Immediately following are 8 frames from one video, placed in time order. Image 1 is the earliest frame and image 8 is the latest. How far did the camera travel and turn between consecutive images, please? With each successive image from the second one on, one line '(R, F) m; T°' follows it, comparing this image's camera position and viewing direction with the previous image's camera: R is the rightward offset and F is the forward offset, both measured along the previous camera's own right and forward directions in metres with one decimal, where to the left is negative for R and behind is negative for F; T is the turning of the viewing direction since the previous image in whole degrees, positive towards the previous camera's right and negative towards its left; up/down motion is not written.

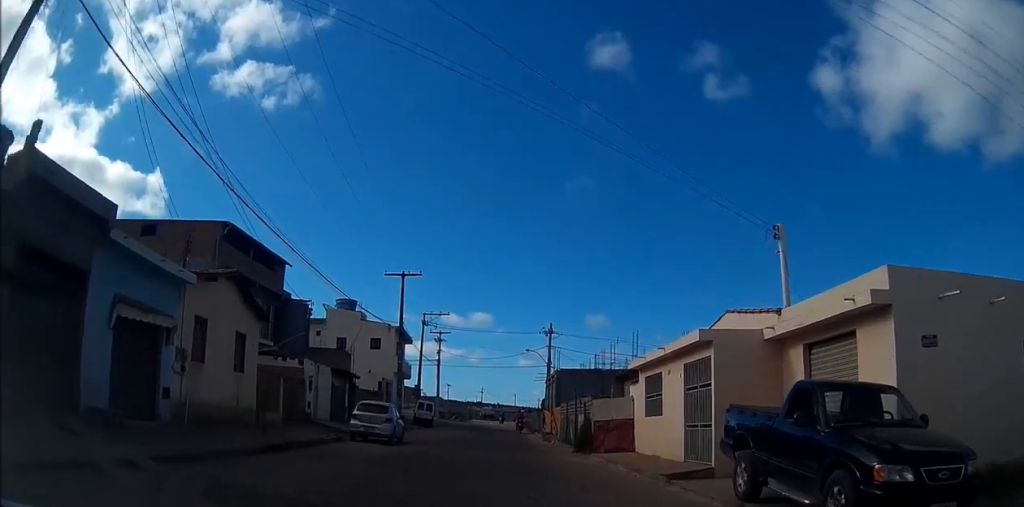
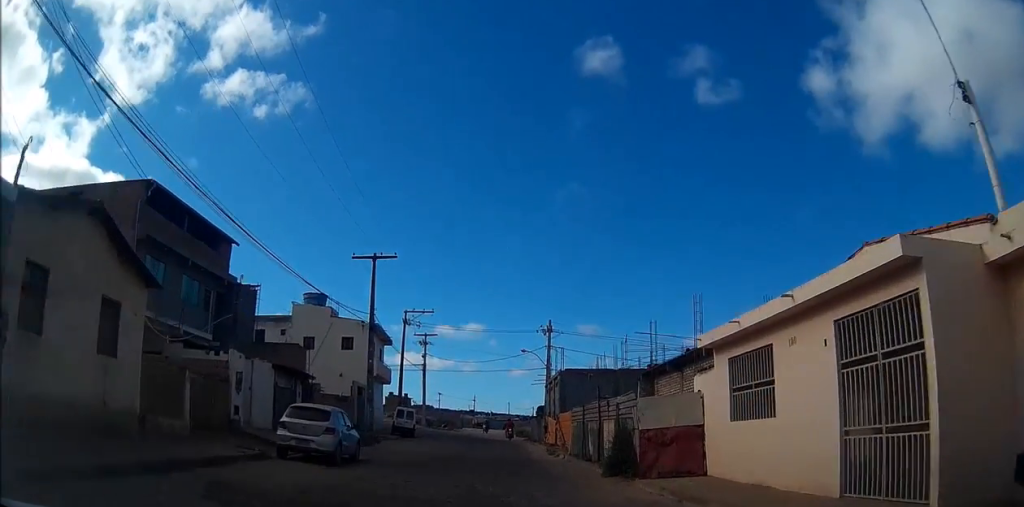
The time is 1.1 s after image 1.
(+0.4, +6.8) m; +4°
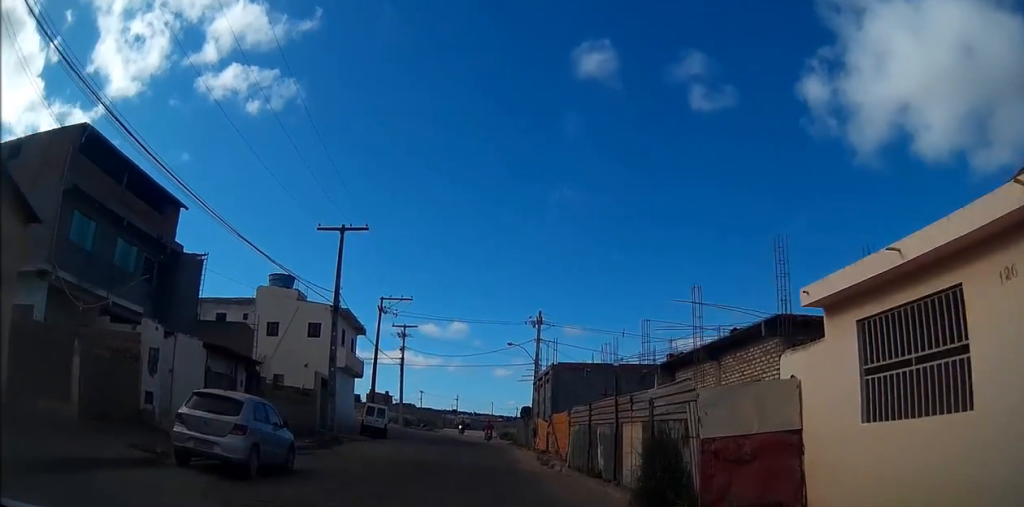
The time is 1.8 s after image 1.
(0.0, +4.7) m; +2°
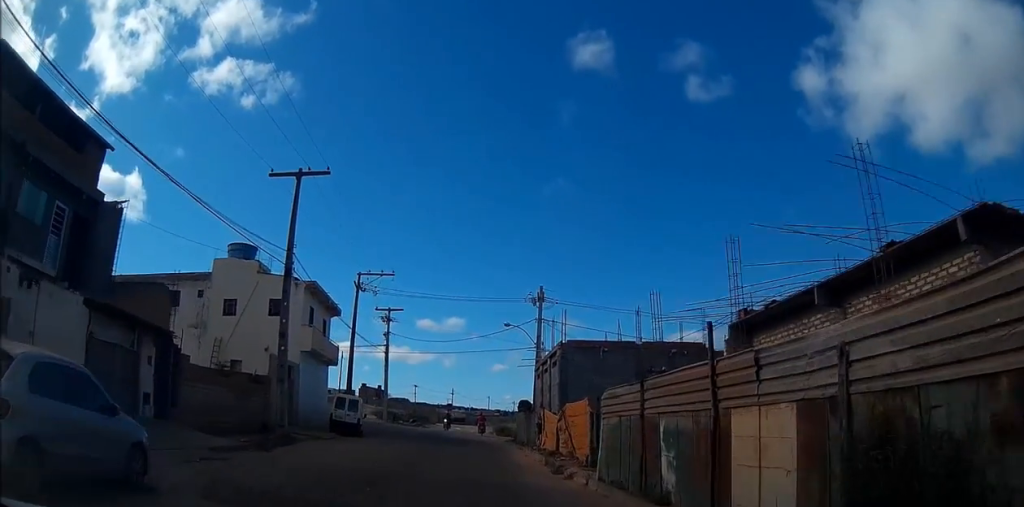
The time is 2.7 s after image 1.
(+0.2, +6.1) m; +1°
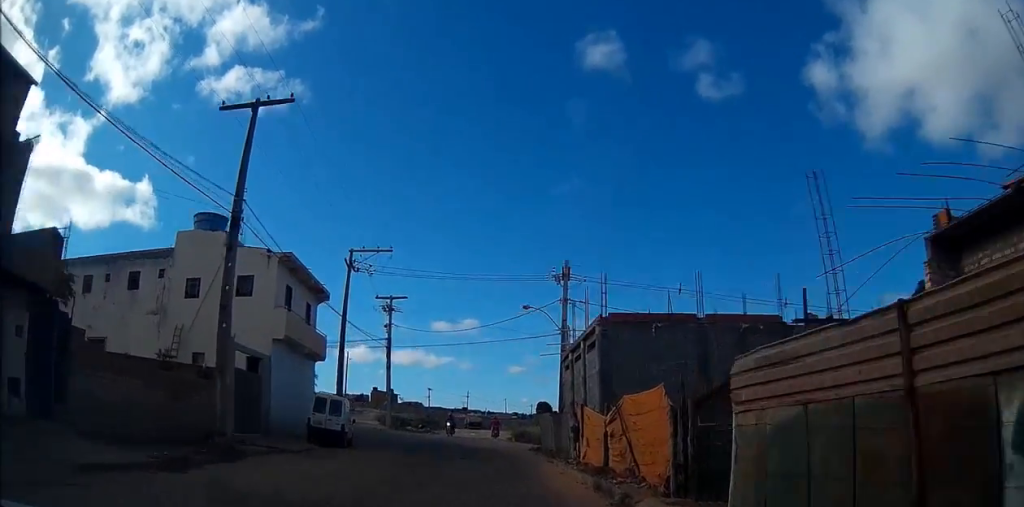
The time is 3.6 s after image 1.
(0.0, +6.2) m; -2°
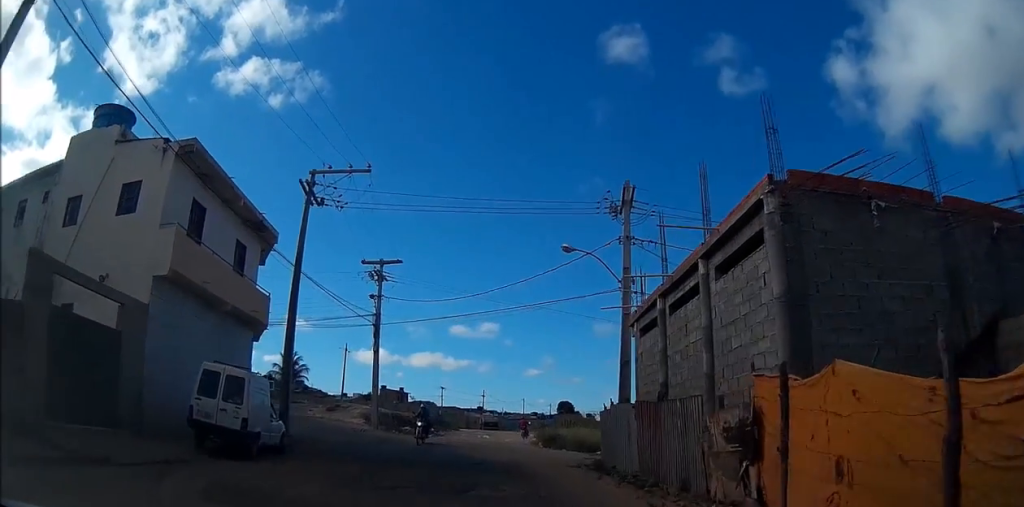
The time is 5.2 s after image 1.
(-0.3, +11.4) m; -2°
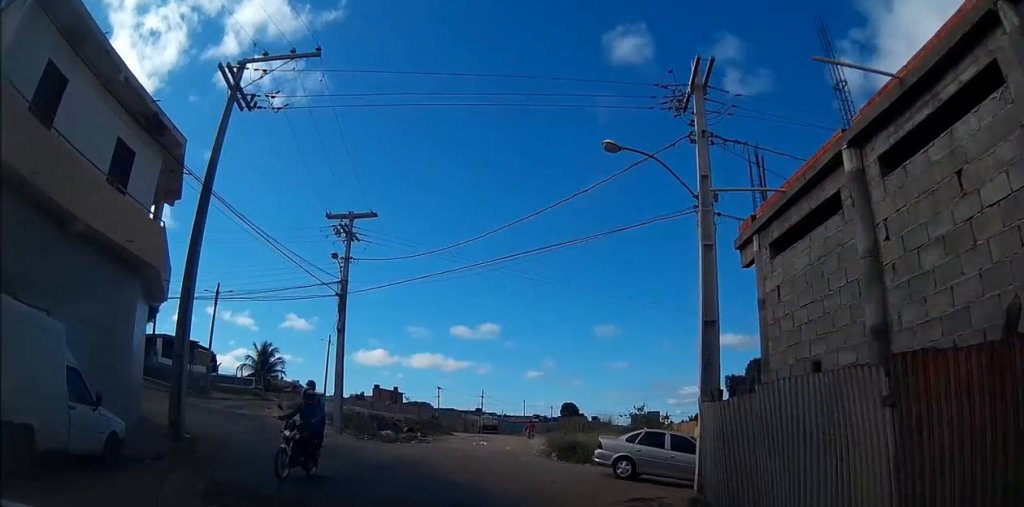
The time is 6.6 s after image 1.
(0.0, +9.3) m; 0°
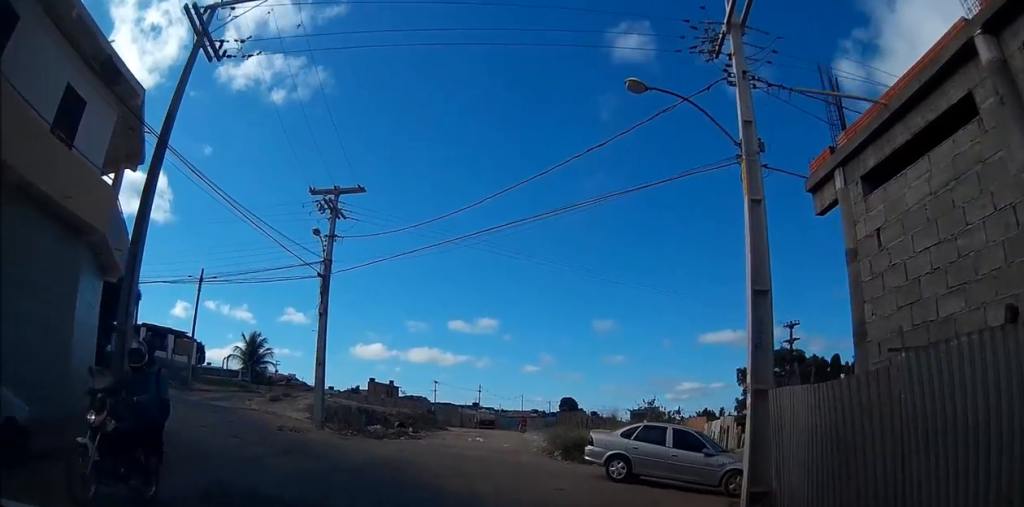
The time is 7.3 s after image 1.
(0.0, +3.9) m; 0°
